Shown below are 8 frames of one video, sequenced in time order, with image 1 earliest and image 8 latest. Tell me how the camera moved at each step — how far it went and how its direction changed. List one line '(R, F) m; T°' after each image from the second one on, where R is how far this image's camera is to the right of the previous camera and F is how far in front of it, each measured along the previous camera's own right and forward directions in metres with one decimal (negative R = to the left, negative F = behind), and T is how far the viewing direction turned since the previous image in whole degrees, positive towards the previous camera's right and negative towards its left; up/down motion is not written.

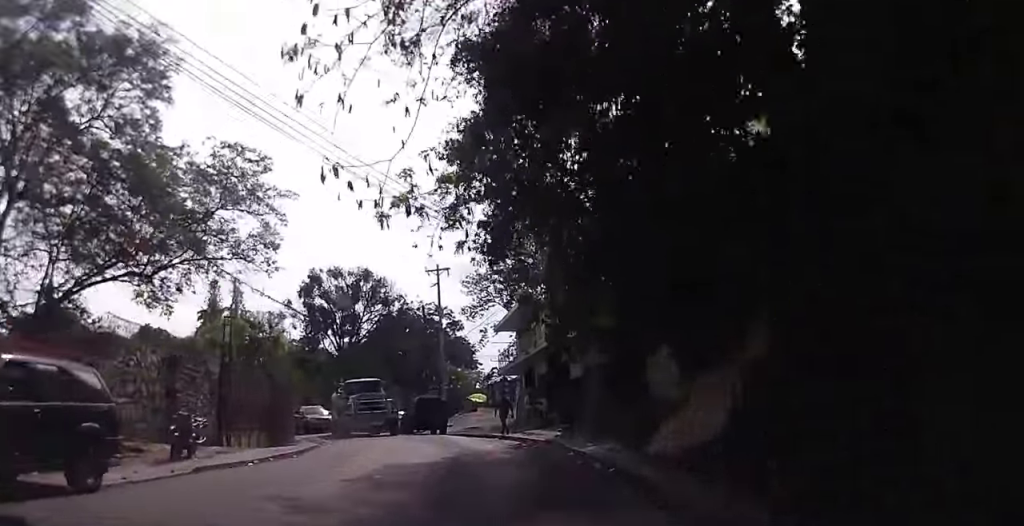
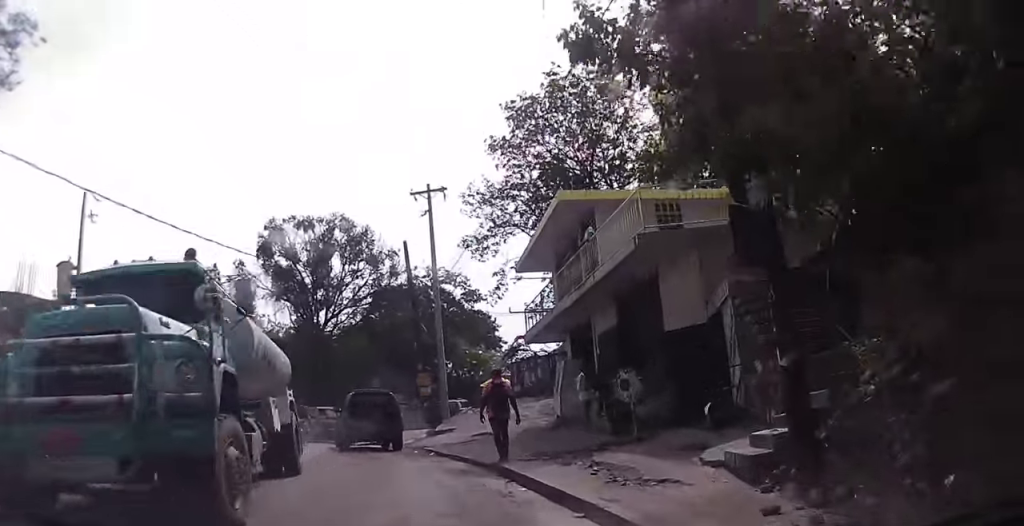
(+0.6, +17.1) m; -9°
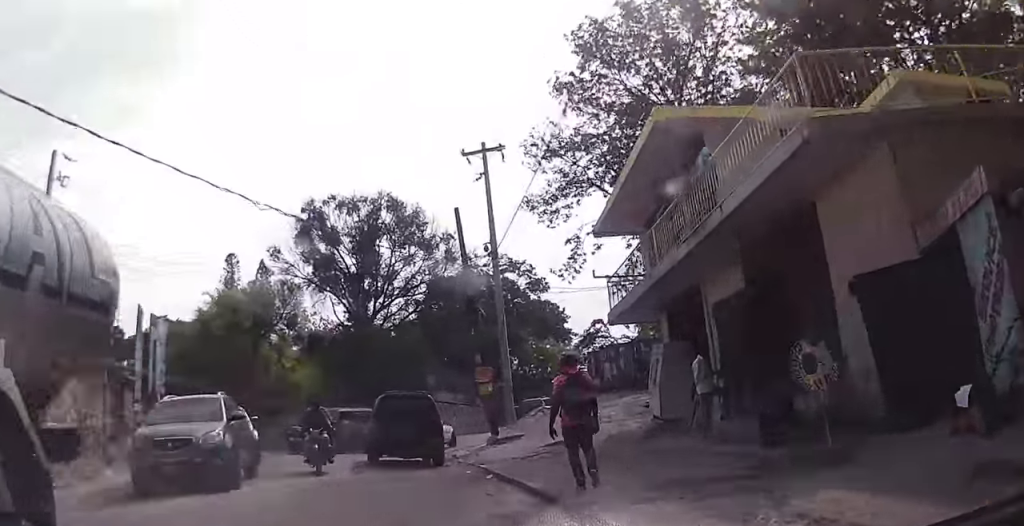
(-1.0, +5.0) m; -11°
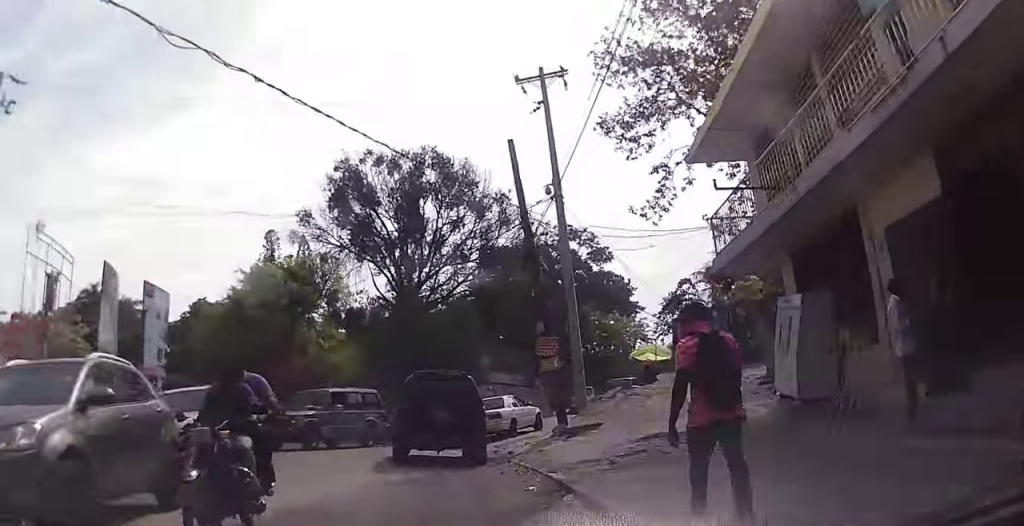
(-0.2, +4.5) m; +1°
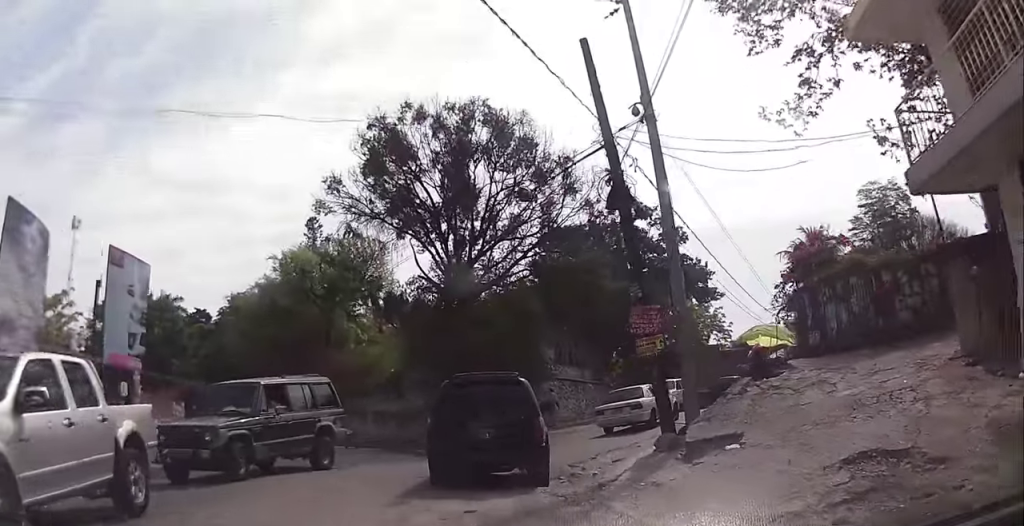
(+0.3, +5.1) m; -7°
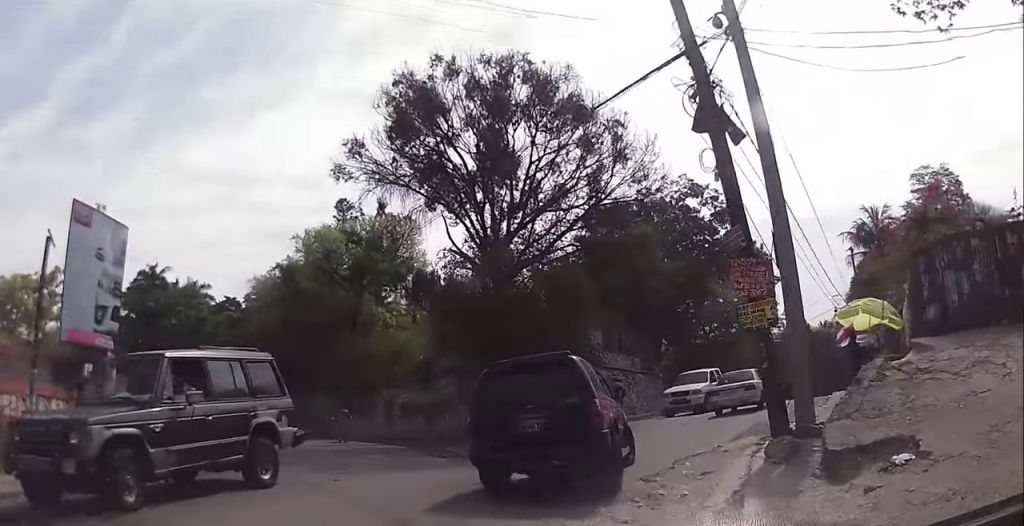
(-0.7, +3.5) m; 0°
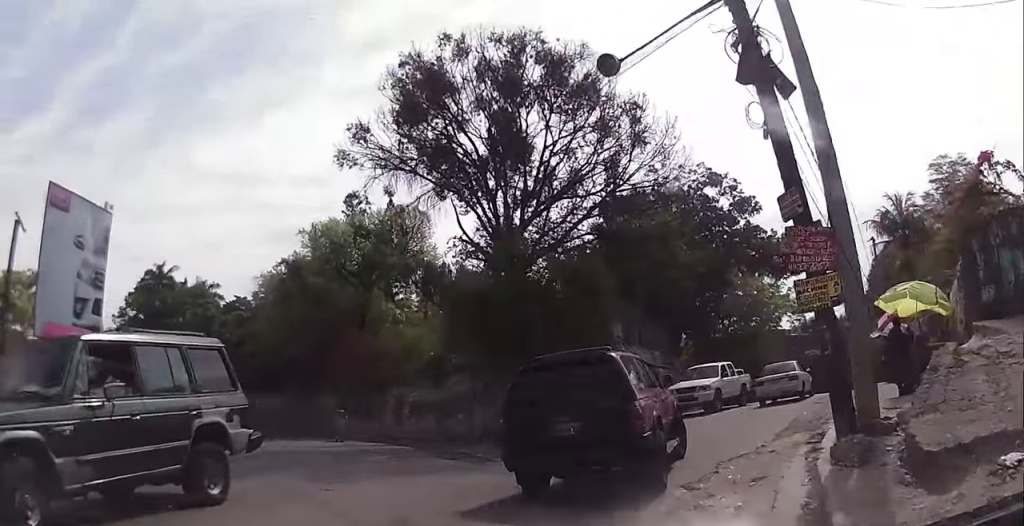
(+0.2, +1.5) m; -2°
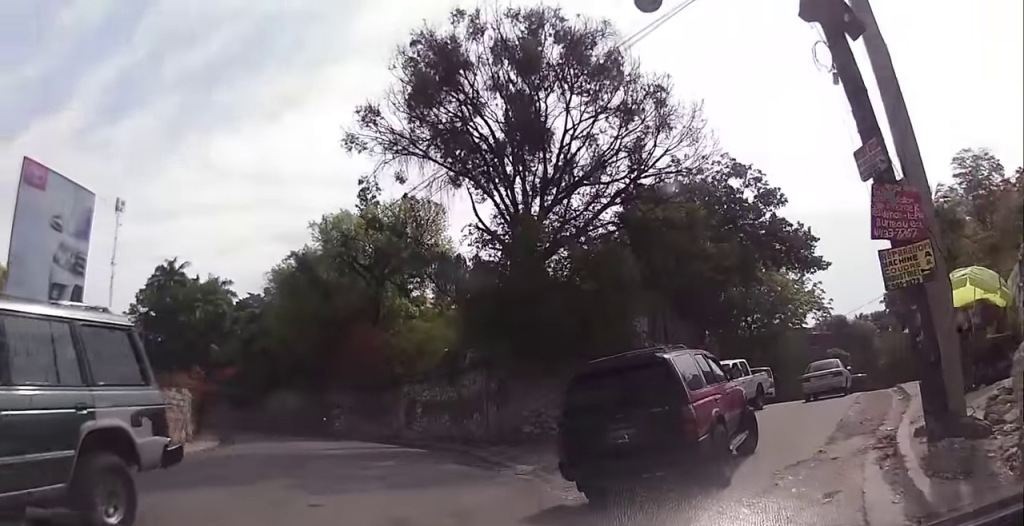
(+0.5, +1.6) m; -3°
